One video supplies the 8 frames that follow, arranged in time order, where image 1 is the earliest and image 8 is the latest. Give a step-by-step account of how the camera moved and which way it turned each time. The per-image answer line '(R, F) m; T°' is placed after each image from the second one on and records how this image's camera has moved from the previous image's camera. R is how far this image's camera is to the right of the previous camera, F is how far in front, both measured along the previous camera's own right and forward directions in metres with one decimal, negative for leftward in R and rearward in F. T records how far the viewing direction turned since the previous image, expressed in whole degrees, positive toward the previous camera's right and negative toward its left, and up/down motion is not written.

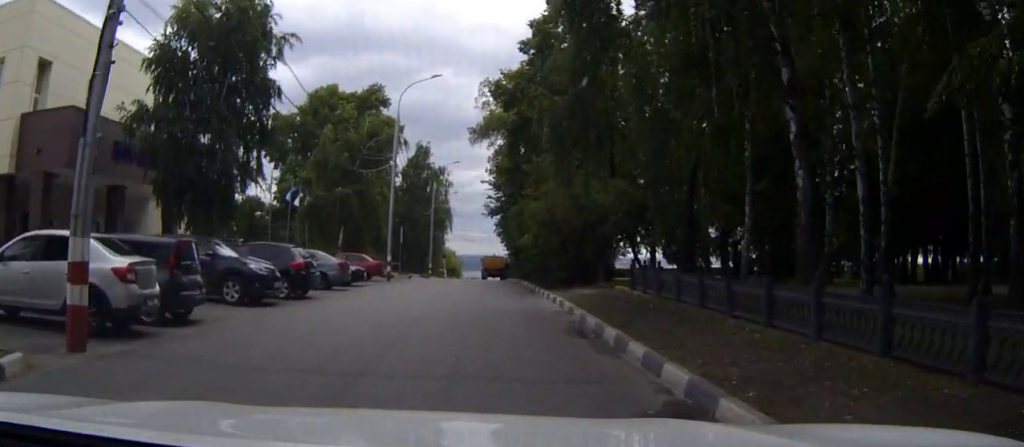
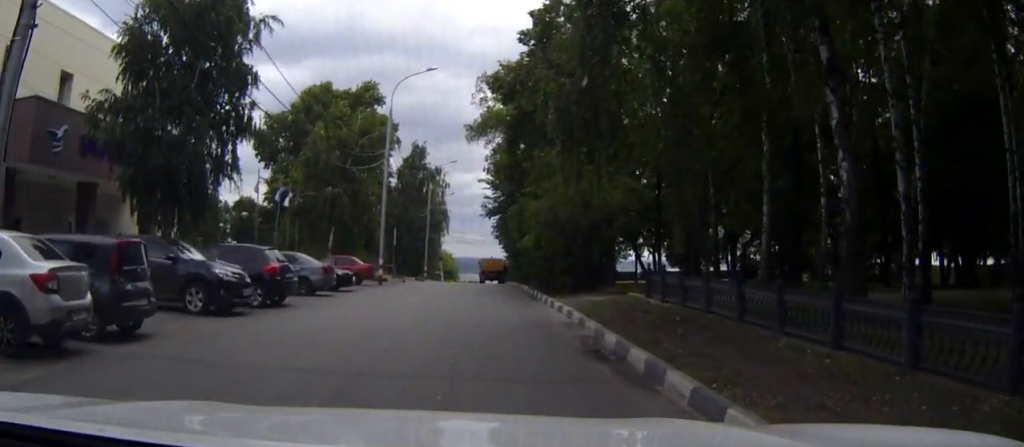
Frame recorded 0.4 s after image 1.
(0.0, +2.8) m; -1°
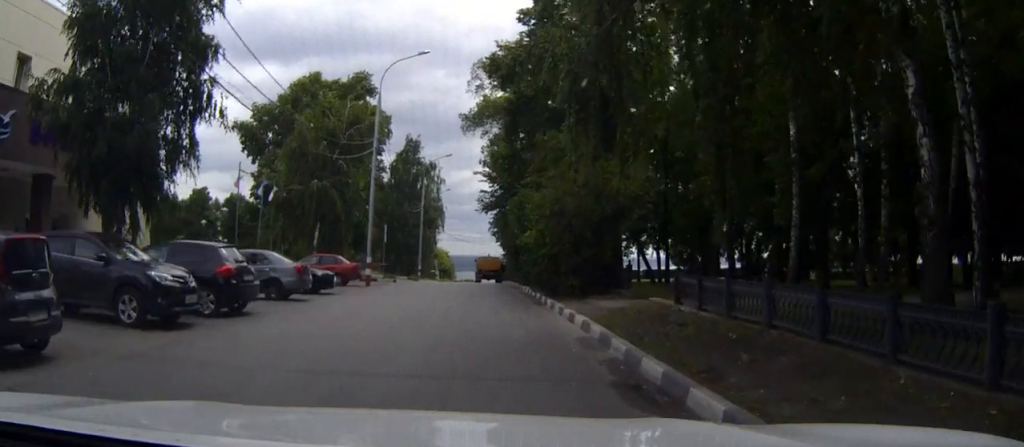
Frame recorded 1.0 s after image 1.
(-0.1, +3.6) m; -2°
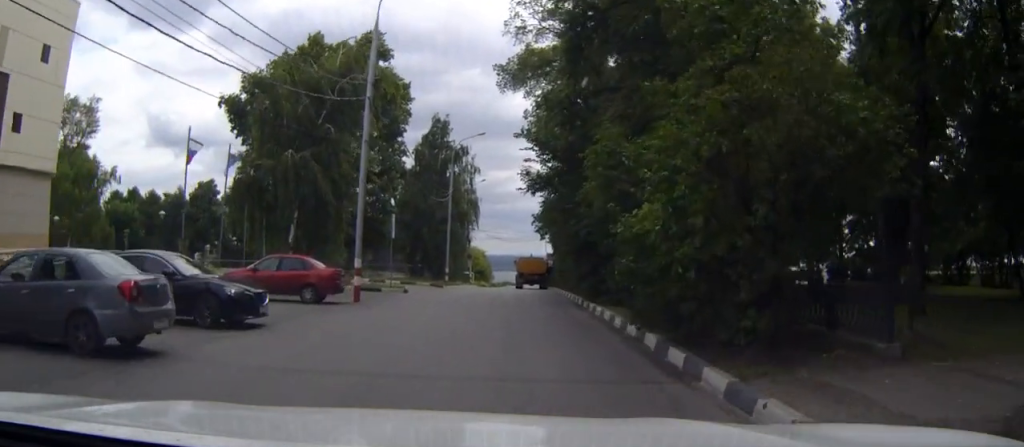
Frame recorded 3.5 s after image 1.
(-1.2, +13.5) m; -8°
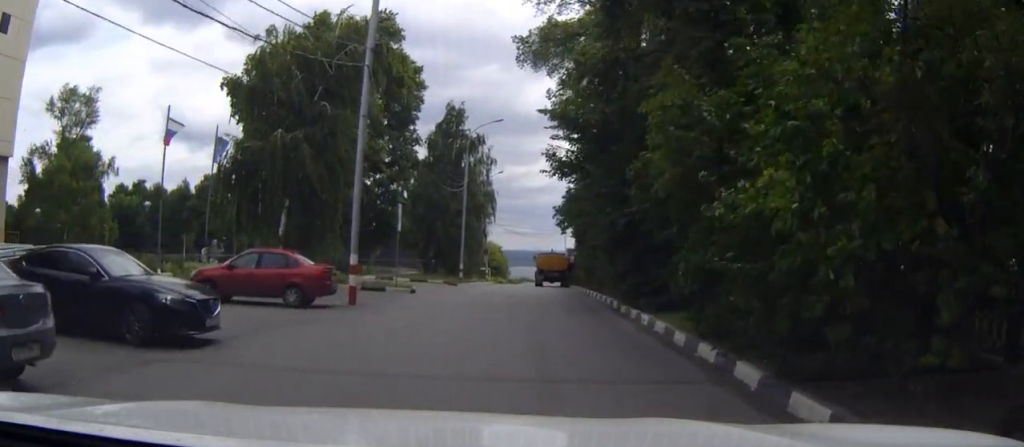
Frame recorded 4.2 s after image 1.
(0.0, +3.9) m; -1°
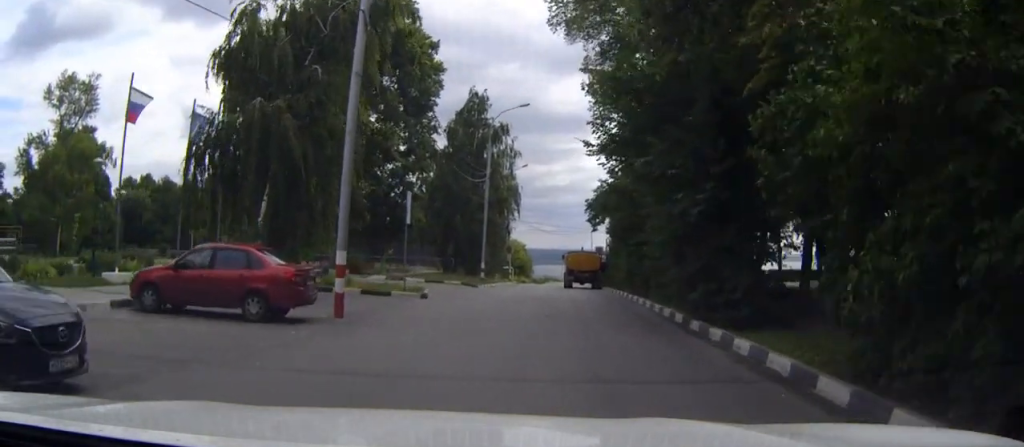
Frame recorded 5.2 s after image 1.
(-0.1, +4.9) m; -1°
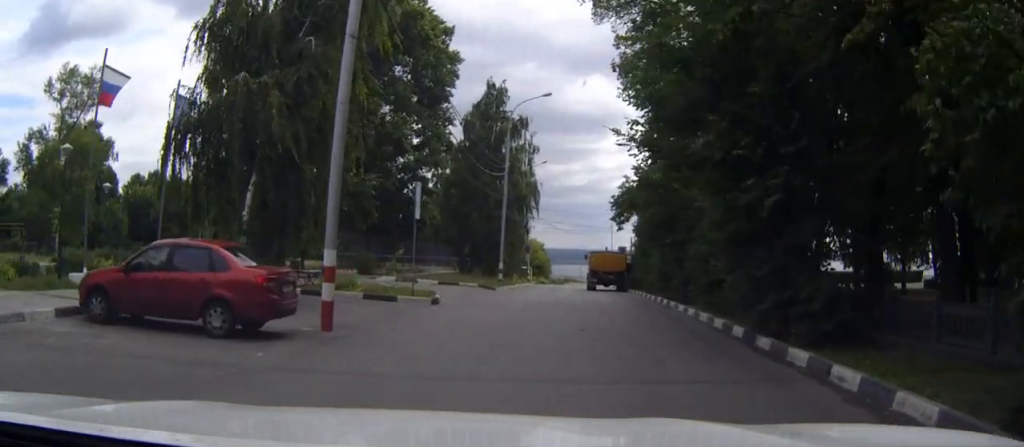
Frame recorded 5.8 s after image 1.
(0.0, +3.0) m; 0°
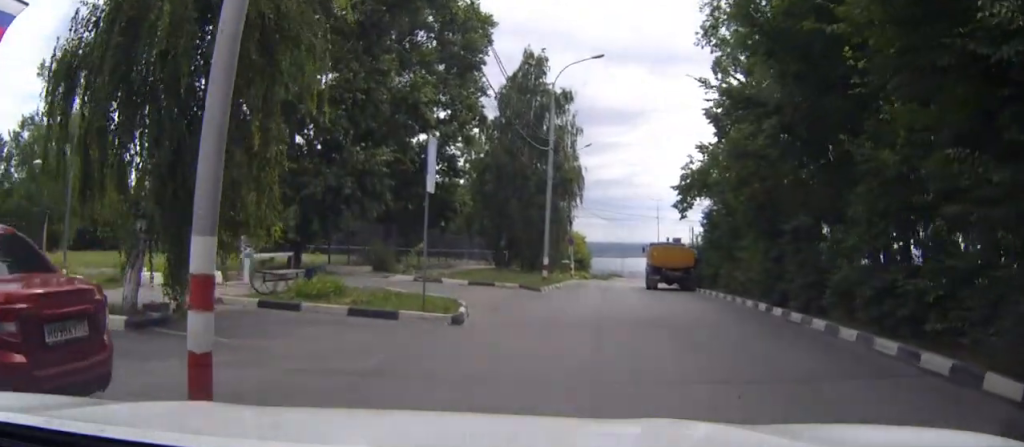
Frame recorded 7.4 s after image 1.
(0.0, +8.2) m; -1°
